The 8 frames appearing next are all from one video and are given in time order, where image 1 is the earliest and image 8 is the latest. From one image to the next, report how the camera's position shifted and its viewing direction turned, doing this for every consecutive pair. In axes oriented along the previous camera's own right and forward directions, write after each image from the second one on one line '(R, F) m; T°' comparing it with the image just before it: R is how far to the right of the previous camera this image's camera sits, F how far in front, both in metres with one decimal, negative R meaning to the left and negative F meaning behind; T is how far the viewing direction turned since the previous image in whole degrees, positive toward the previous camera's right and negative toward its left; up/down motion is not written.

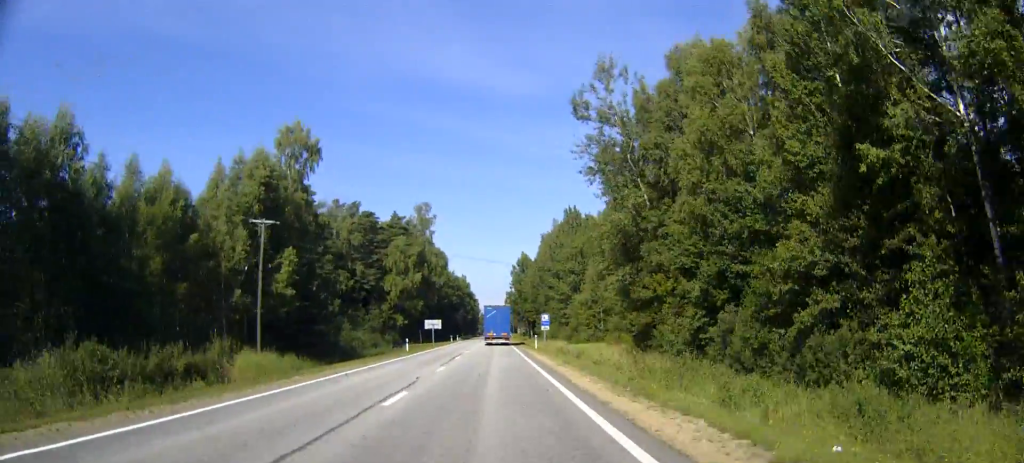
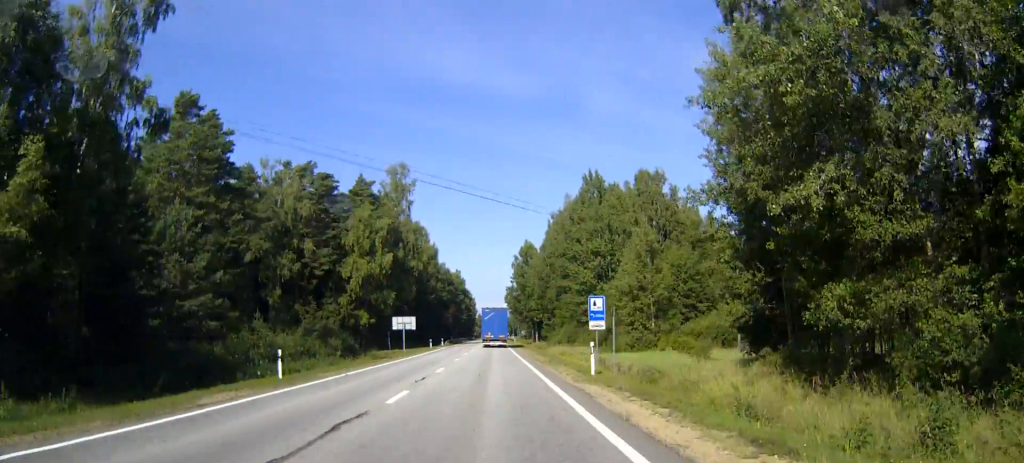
(+0.1, +35.0) m; 0°
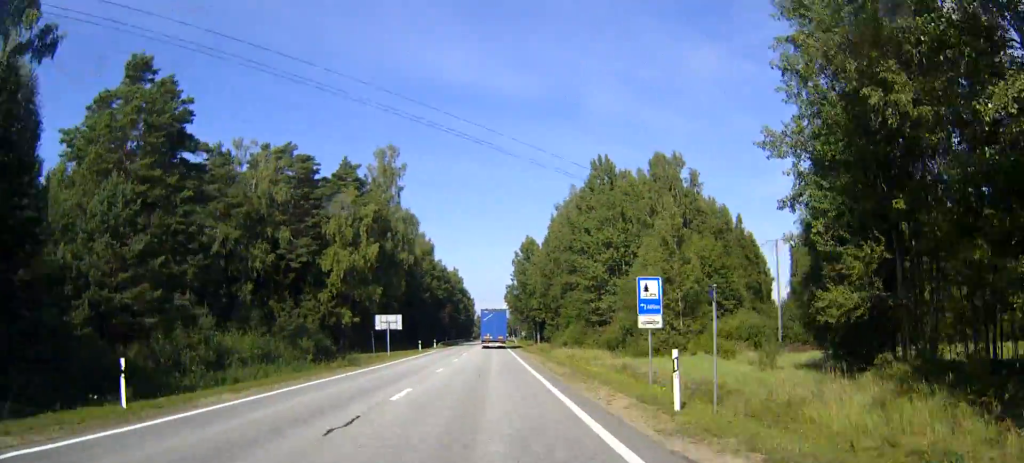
(0.0, +11.2) m; 0°
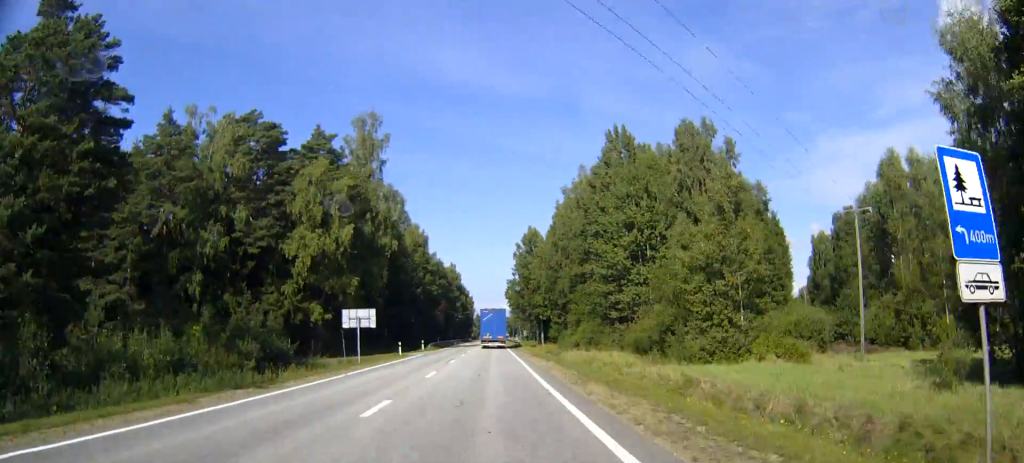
(0.0, +15.2) m; 0°
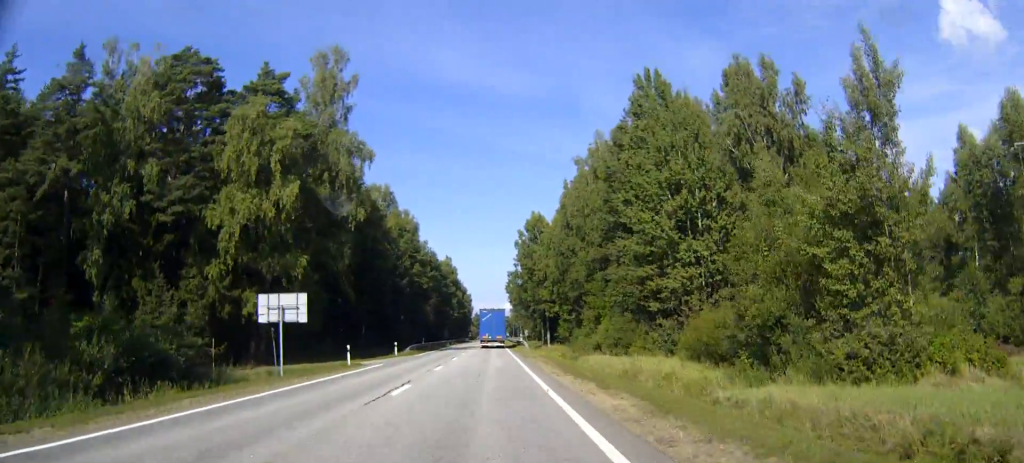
(0.0, +19.9) m; 0°
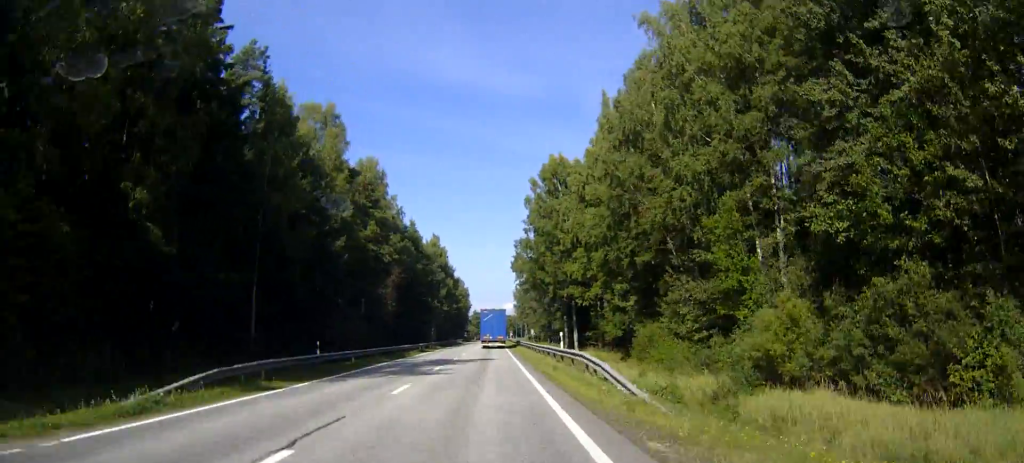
(-0.1, +46.8) m; 0°
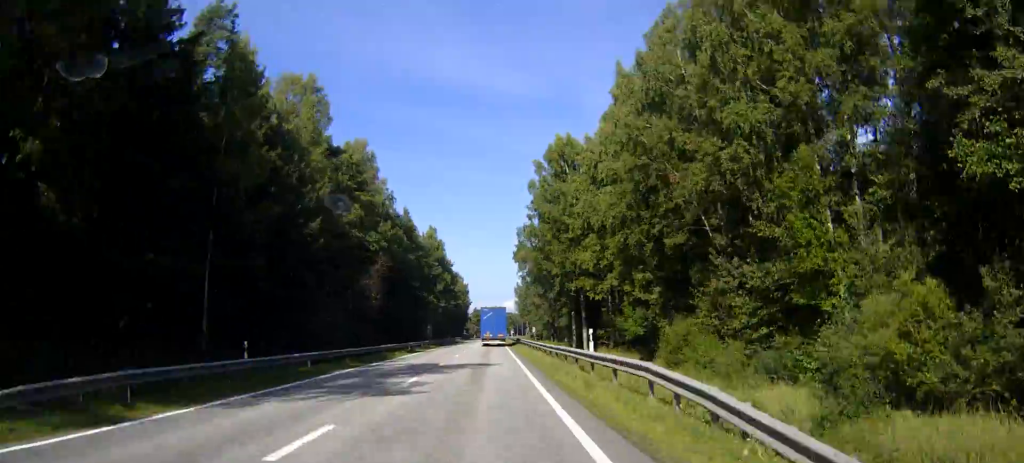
(0.0, +9.5) m; 0°
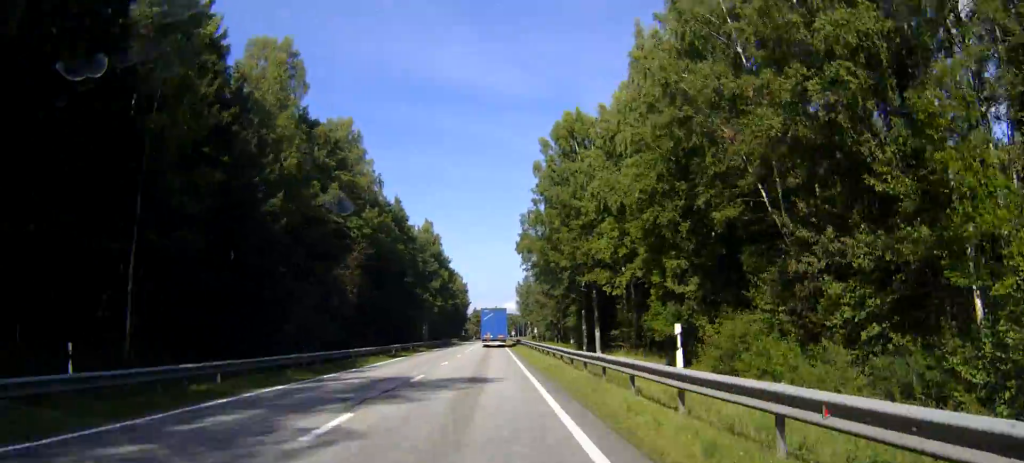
(0.0, +10.3) m; 0°
